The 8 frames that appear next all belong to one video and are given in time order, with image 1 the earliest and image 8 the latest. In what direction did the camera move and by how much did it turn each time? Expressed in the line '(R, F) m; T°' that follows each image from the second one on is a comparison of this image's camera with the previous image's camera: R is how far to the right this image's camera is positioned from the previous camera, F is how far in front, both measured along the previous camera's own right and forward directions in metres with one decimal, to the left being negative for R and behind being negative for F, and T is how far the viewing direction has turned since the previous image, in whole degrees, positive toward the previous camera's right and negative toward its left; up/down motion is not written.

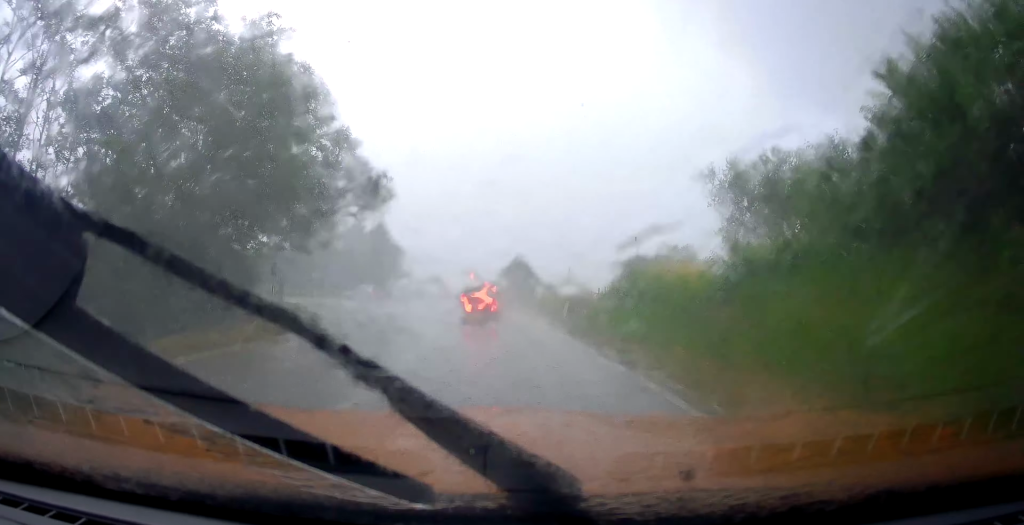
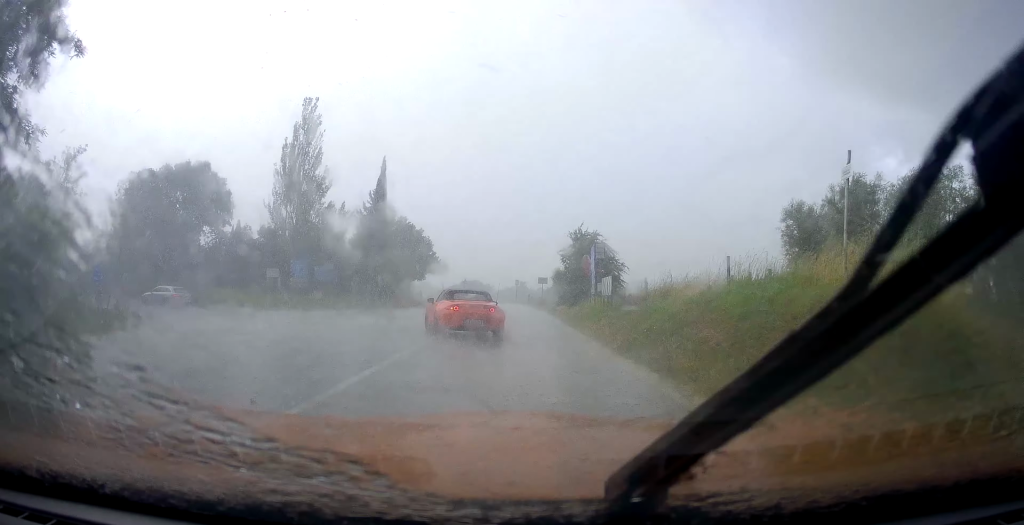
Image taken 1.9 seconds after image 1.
(-0.6, +22.8) m; -3°
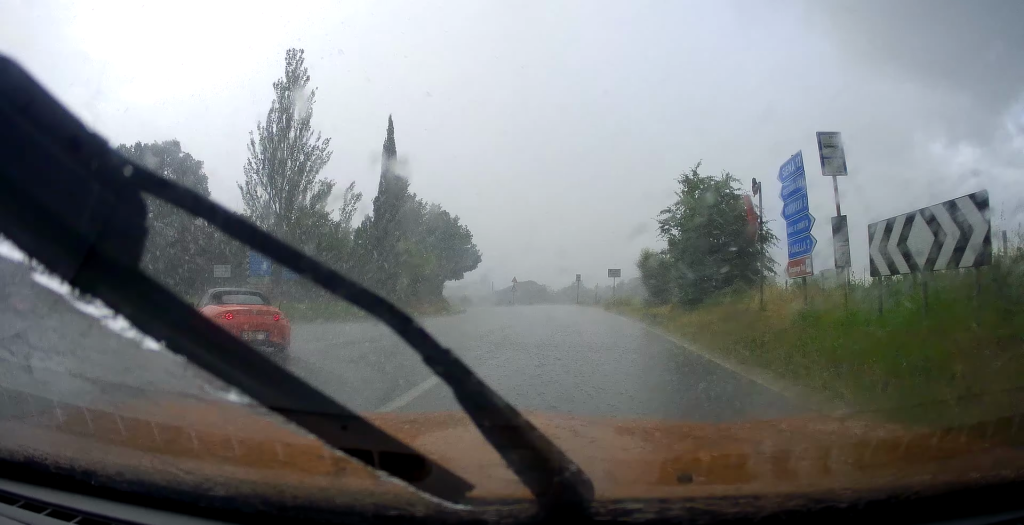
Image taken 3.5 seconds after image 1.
(-1.1, +14.8) m; -17°
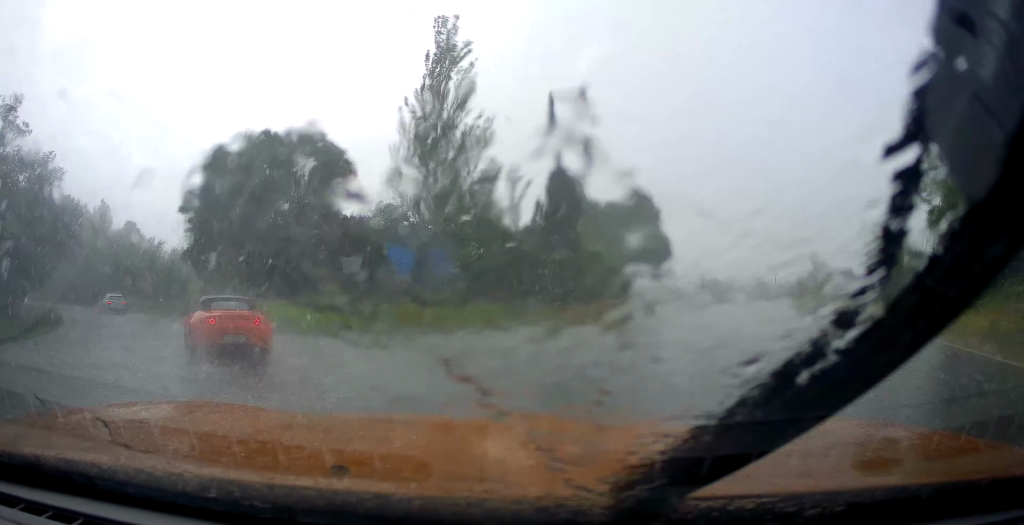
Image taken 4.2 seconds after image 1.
(-0.5, +5.7) m; -18°
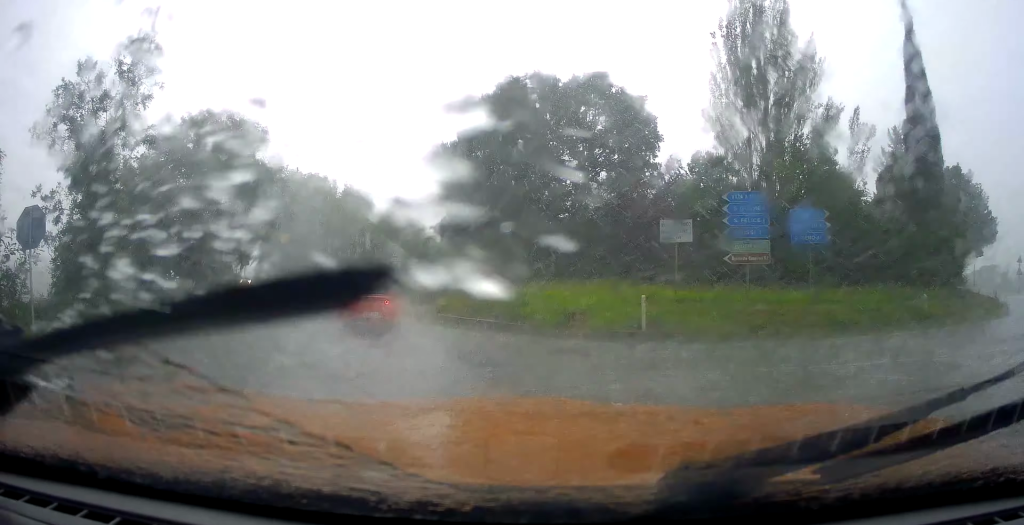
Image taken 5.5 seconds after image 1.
(-3.0, +8.6) m; -24°
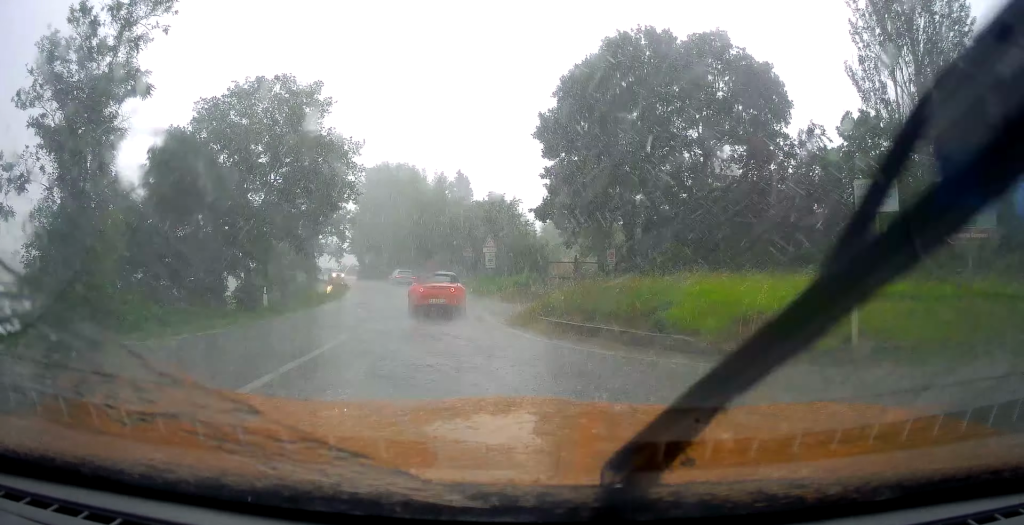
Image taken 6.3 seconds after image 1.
(-0.3, +5.8) m; -6°
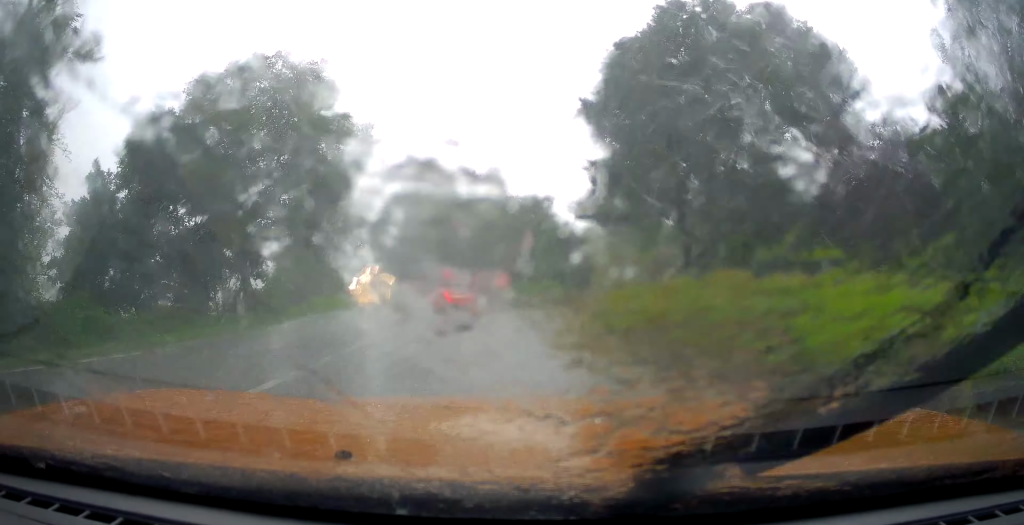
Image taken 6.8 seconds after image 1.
(+0.3, +4.0) m; -4°
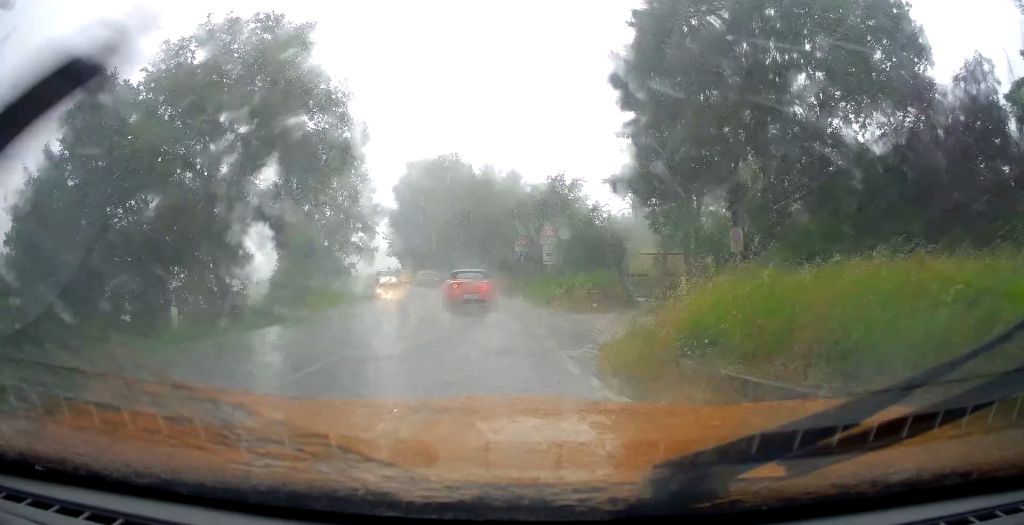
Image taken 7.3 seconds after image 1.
(-0.3, +4.0) m; -3°
